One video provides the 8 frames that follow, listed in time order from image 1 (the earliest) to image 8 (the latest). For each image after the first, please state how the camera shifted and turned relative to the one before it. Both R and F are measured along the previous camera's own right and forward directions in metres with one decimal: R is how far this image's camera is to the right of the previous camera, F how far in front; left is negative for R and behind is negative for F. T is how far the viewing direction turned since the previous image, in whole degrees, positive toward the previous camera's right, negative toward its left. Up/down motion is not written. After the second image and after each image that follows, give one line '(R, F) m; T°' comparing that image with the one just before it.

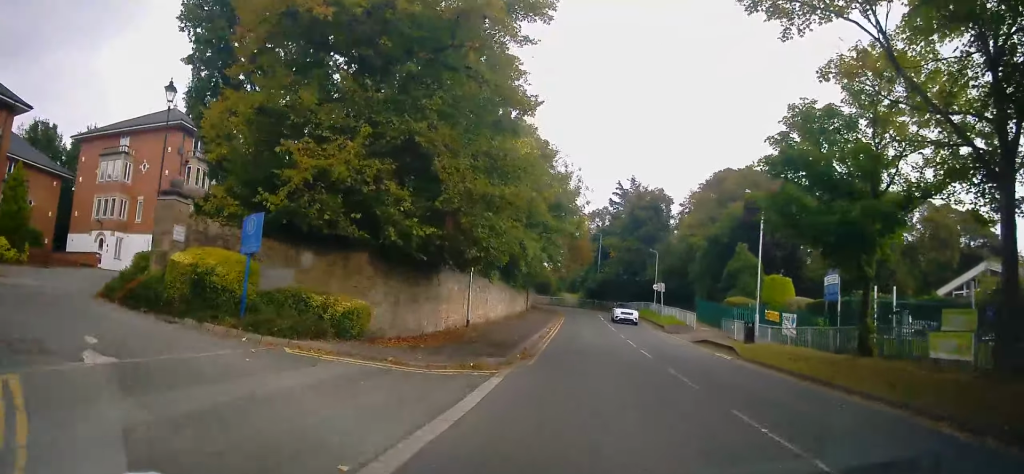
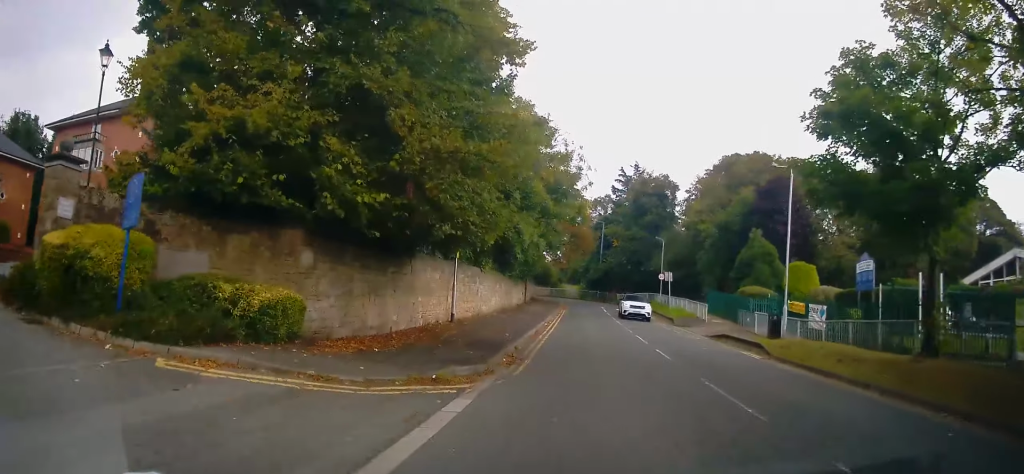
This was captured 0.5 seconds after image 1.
(0.0, +3.3) m; -2°
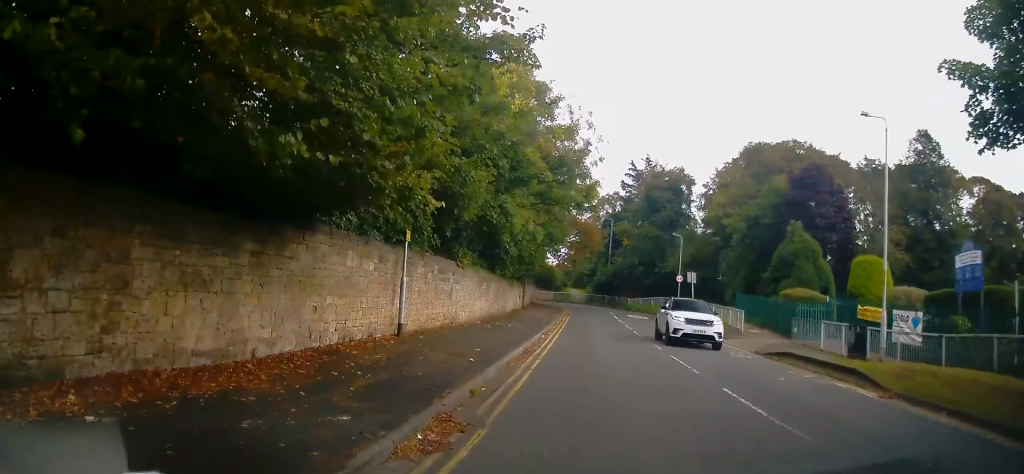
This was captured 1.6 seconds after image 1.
(-0.2, +6.9) m; +1°
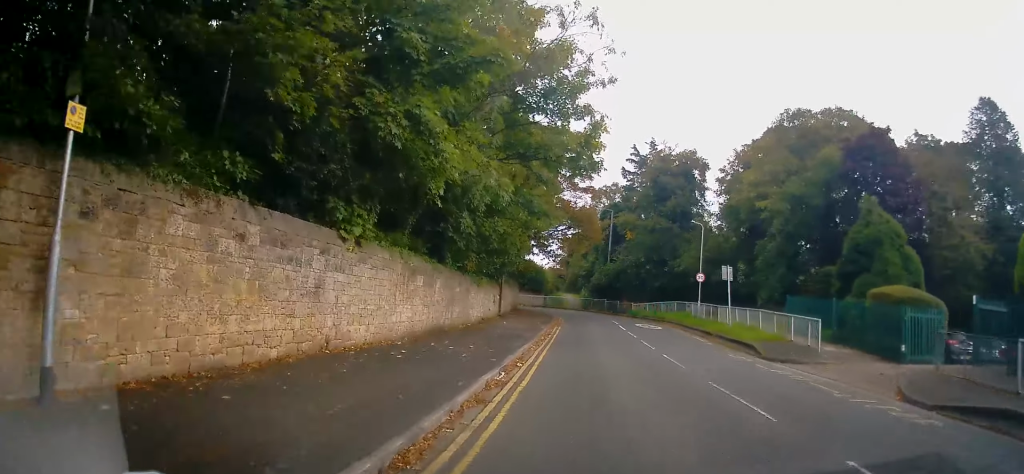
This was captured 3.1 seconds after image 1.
(+0.7, +10.3) m; +2°
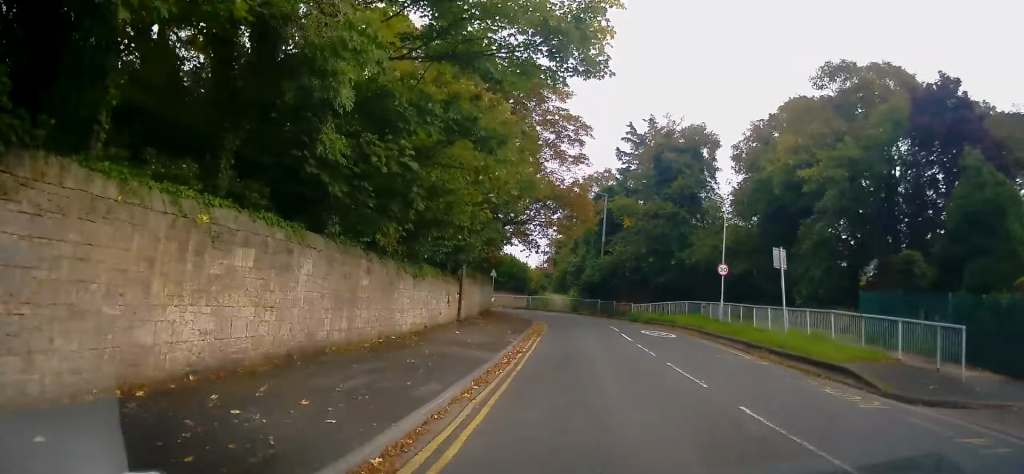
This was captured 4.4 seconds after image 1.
(-0.5, +8.8) m; -4°
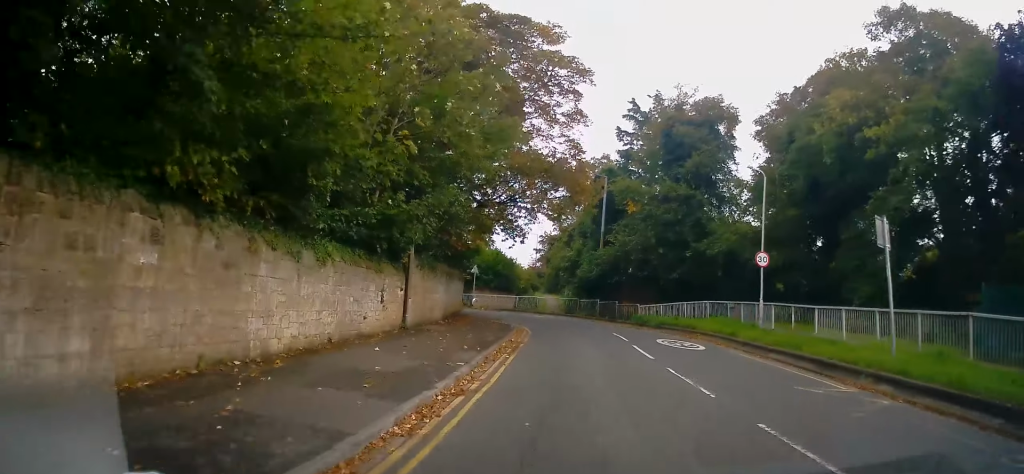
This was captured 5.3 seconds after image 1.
(0.0, +7.3) m; +5°
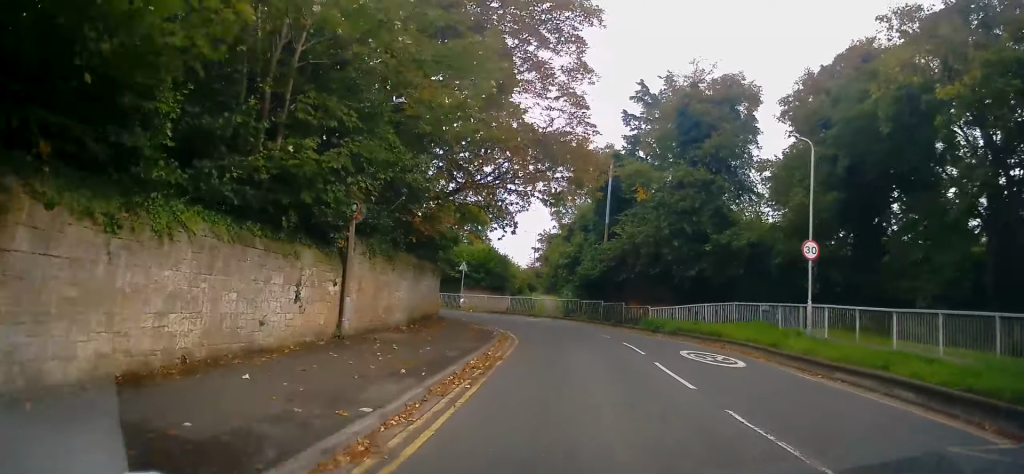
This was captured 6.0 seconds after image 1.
(+0.4, +4.9) m; +1°
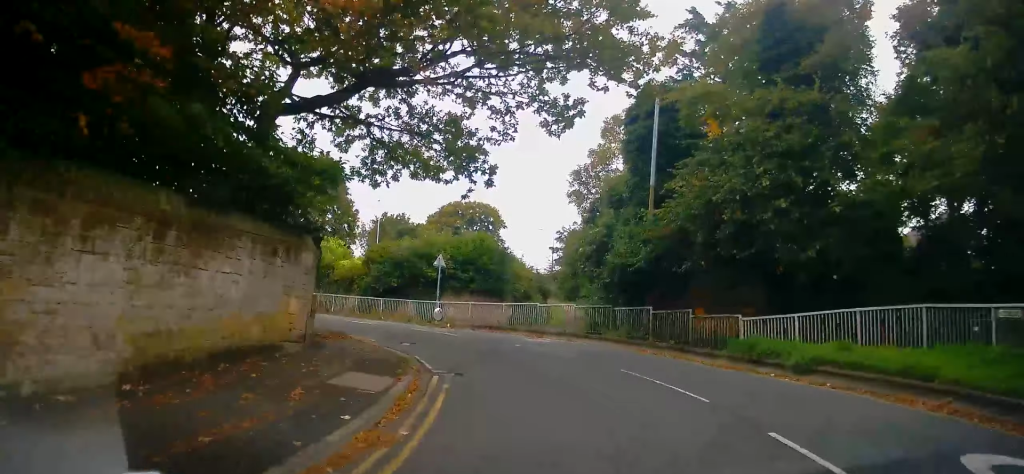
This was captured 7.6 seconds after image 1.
(-0.3, +13.0) m; -4°
